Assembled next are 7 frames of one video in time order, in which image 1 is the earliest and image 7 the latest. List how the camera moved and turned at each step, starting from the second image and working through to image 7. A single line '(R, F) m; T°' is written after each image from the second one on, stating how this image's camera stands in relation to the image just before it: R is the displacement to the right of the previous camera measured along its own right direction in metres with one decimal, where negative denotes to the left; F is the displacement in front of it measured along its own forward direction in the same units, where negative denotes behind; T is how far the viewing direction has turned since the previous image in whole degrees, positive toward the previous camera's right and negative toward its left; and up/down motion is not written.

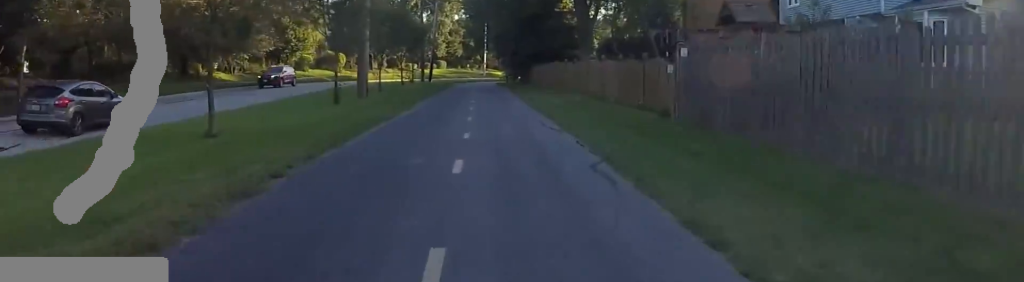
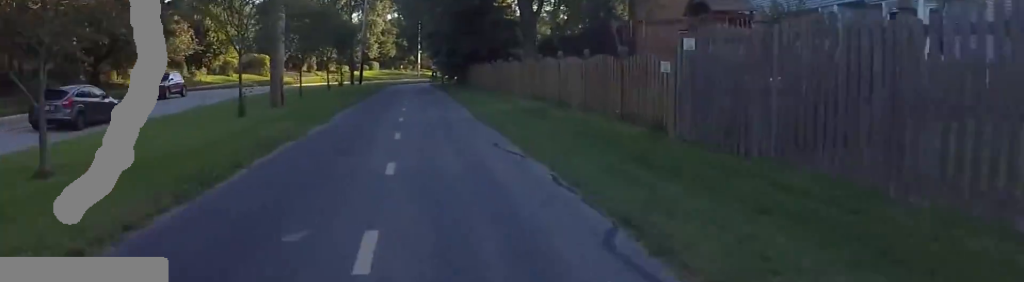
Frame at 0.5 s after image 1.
(-0.2, +3.3) m; 0°
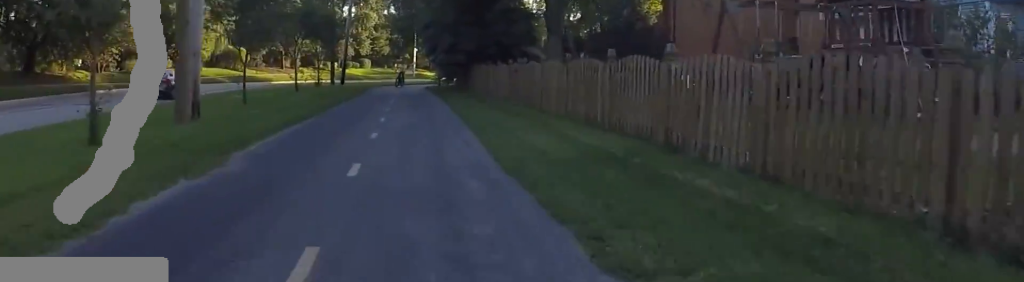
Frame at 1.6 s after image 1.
(-0.3, +7.6) m; 0°
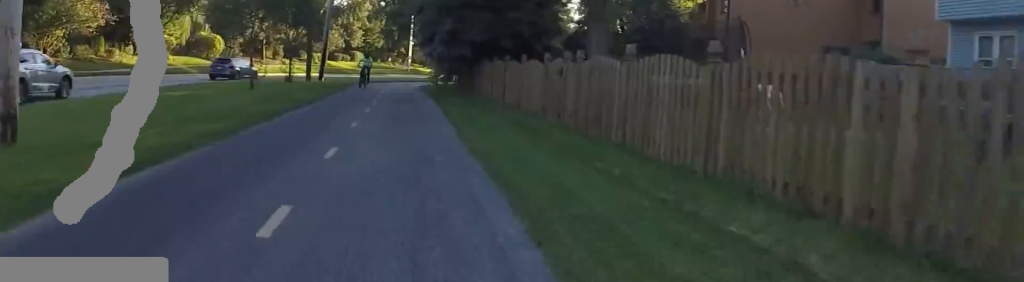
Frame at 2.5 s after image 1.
(+0.2, +6.7) m; -2°
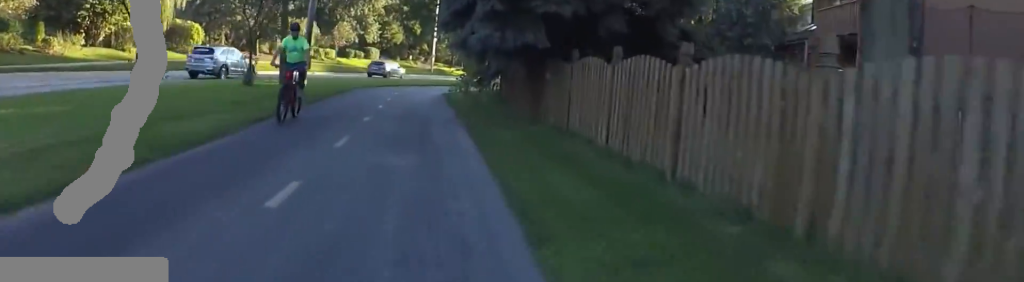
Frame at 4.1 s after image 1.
(-0.3, +10.3) m; +1°
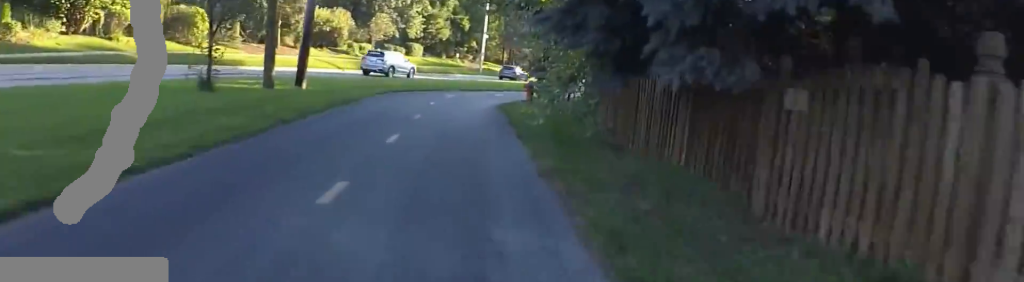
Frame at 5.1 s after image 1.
(0.0, +6.9) m; +3°
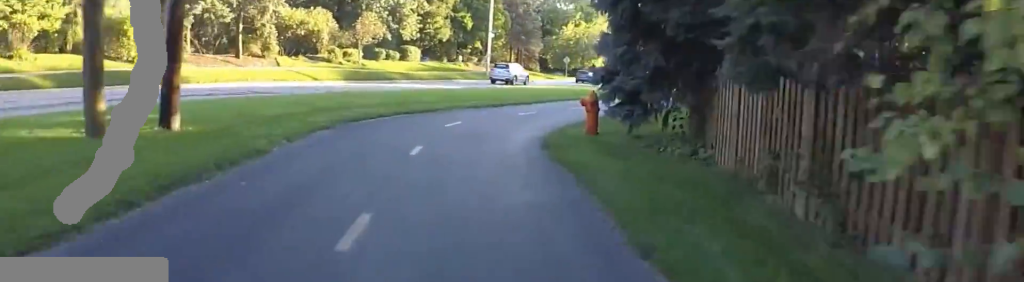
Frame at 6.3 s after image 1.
(+0.4, +7.7) m; +4°
